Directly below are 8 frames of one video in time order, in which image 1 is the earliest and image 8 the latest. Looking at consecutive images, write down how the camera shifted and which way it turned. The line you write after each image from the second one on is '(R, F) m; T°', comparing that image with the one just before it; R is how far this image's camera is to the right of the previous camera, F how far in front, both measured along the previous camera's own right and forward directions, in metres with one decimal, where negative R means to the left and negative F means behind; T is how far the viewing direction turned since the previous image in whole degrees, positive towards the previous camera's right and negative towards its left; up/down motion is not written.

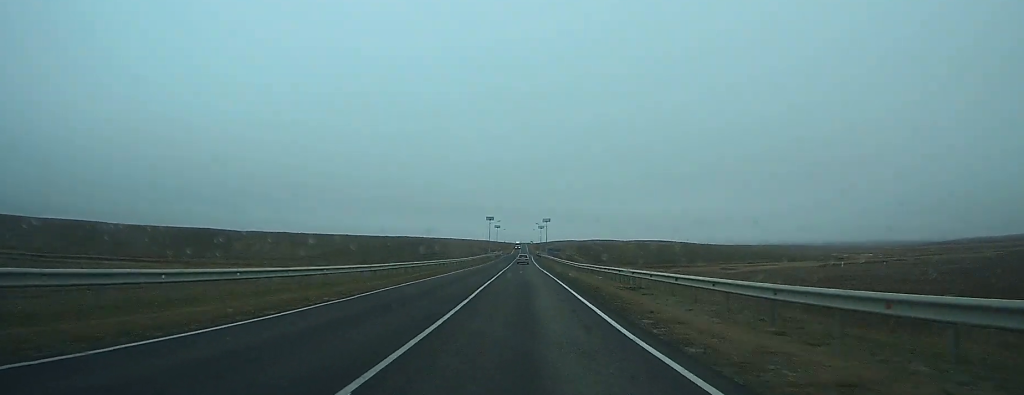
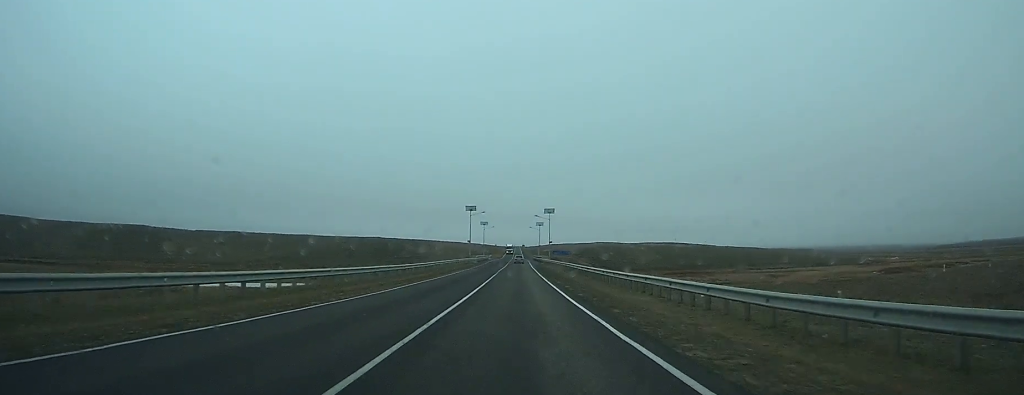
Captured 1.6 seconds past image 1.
(+0.2, +43.5) m; 0°
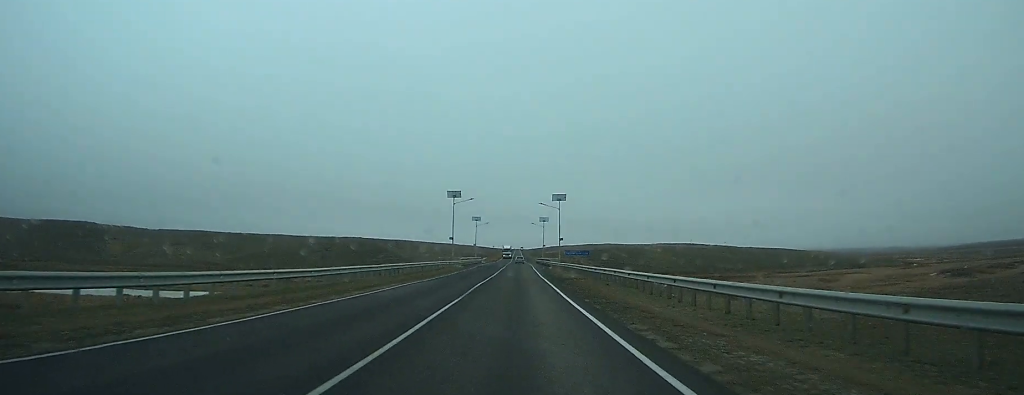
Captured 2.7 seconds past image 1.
(0.0, +28.2) m; 0°
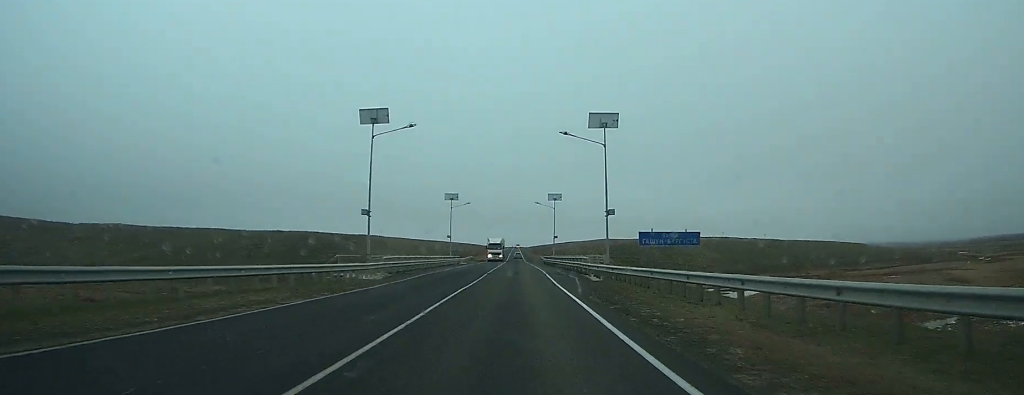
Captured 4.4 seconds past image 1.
(0.0, +44.6) m; 0°
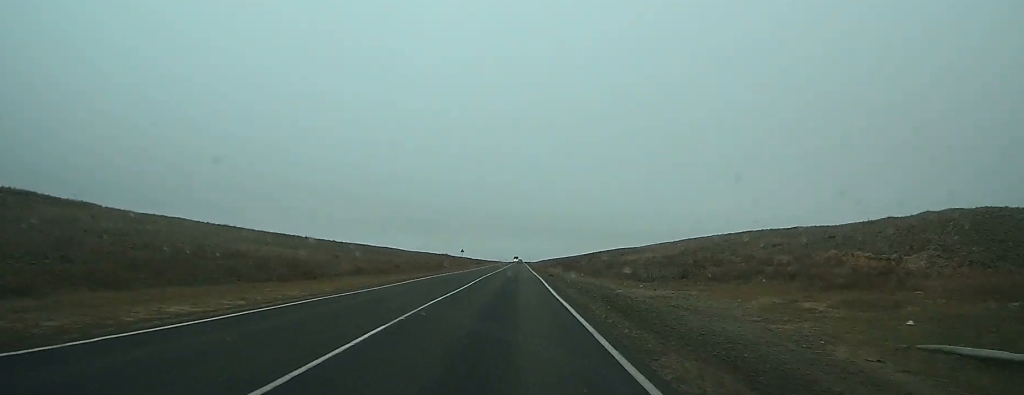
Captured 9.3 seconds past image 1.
(-0.2, +130.9) m; -1°
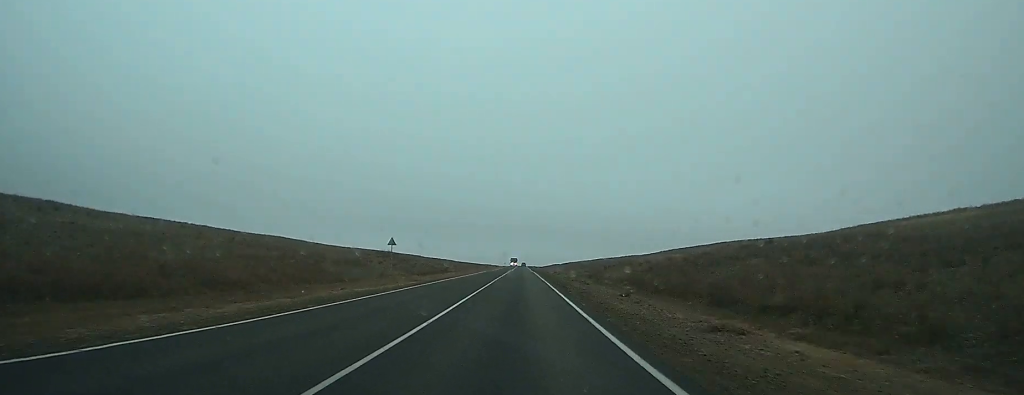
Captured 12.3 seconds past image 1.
(-0.2, +77.2) m; 0°
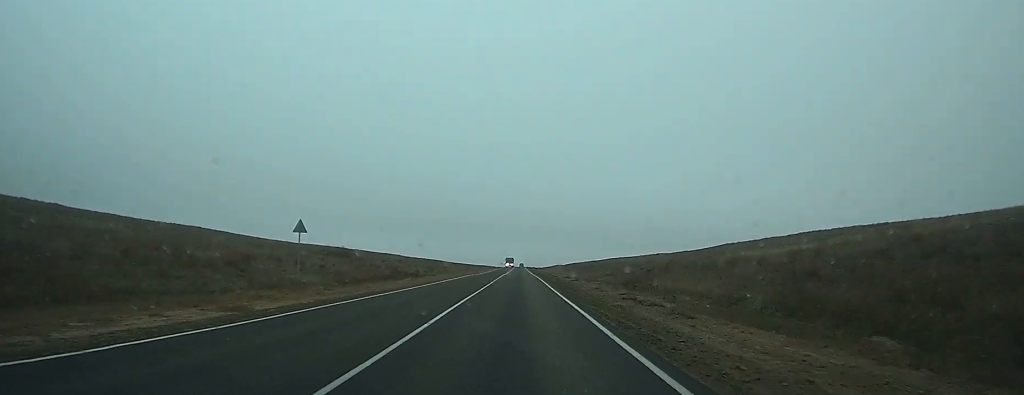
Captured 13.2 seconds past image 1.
(+0.1, +23.5) m; 0°
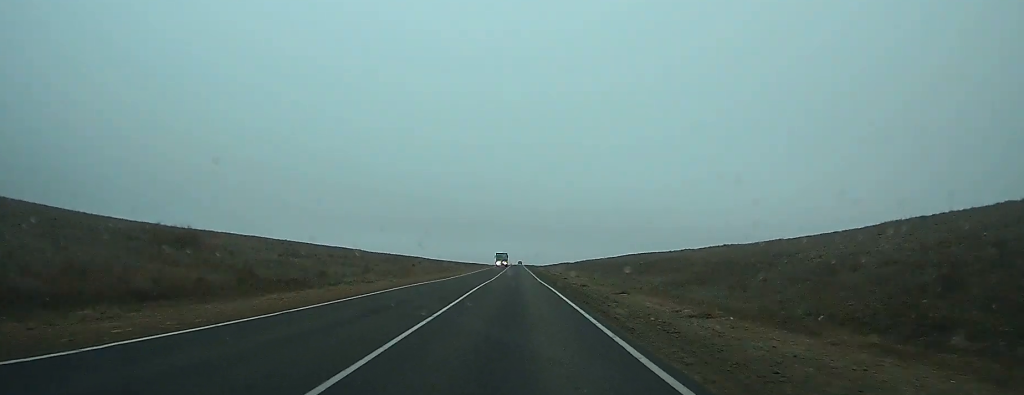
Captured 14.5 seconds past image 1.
(+0.1, +32.0) m; 0°
